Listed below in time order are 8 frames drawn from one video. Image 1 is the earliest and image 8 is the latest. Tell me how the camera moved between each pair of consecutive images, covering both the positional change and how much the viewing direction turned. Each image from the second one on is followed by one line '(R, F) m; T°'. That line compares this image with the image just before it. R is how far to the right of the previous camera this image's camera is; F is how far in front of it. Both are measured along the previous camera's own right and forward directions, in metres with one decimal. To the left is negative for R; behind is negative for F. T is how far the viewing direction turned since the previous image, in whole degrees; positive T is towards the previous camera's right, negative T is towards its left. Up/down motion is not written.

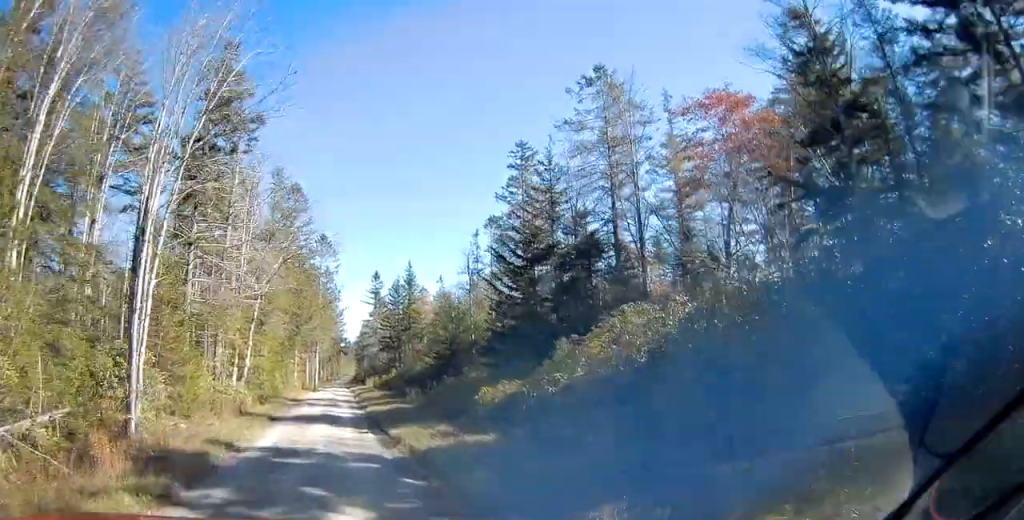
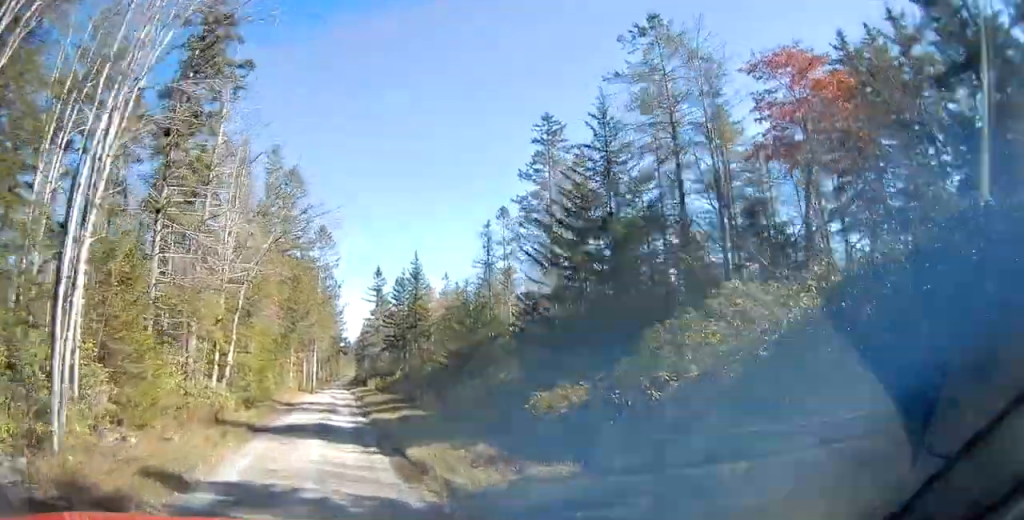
(+0.1, +5.2) m; 0°
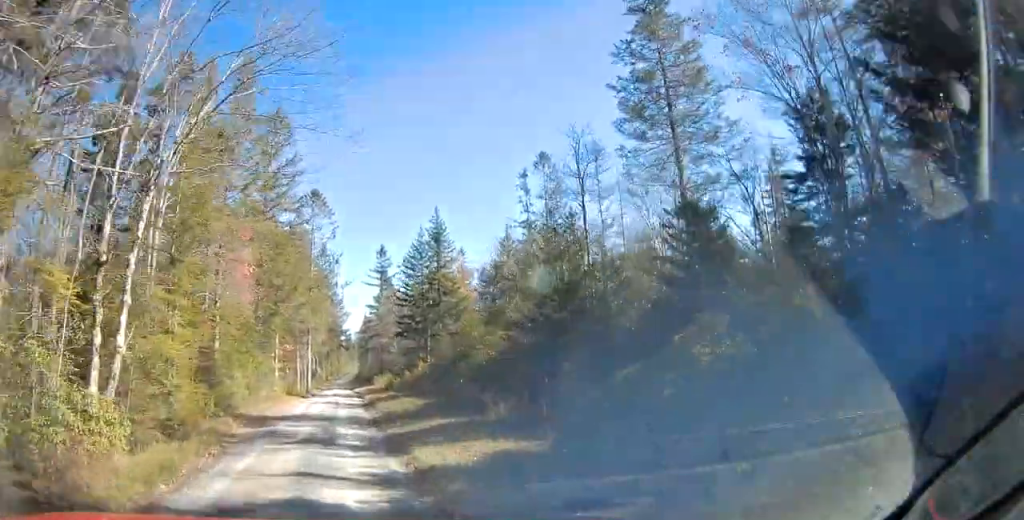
(-0.2, +14.4) m; -1°
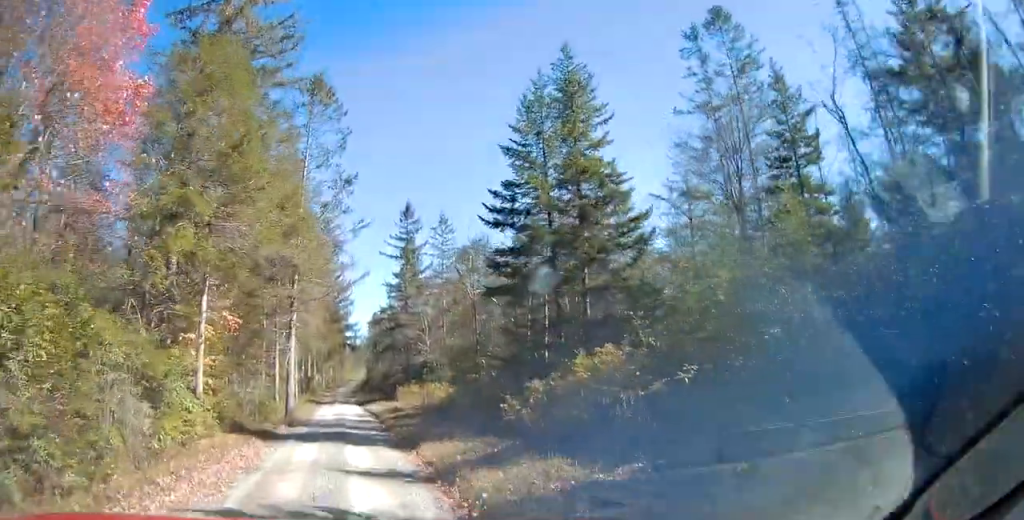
(+0.4, +26.1) m; 0°
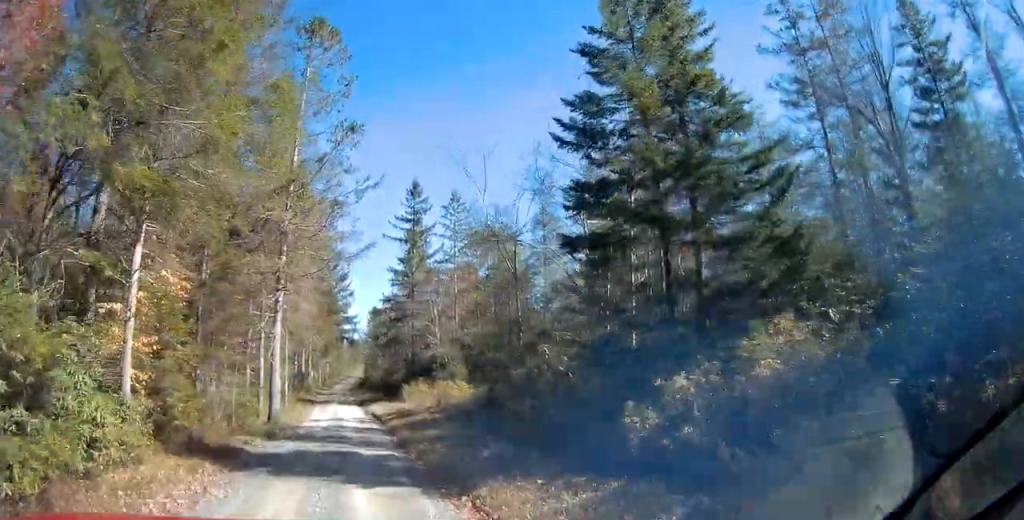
(+0.1, +6.8) m; -2°
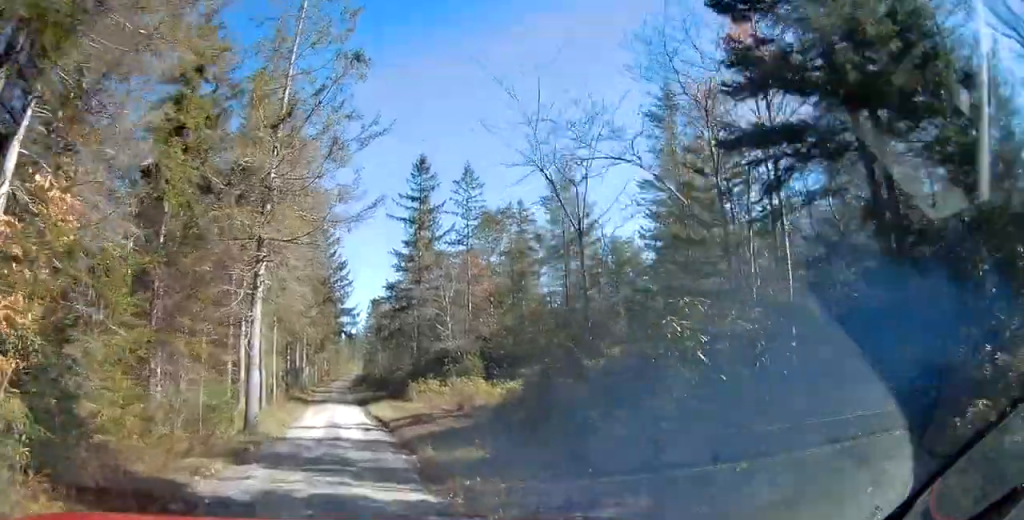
(-0.3, +6.1) m; +1°
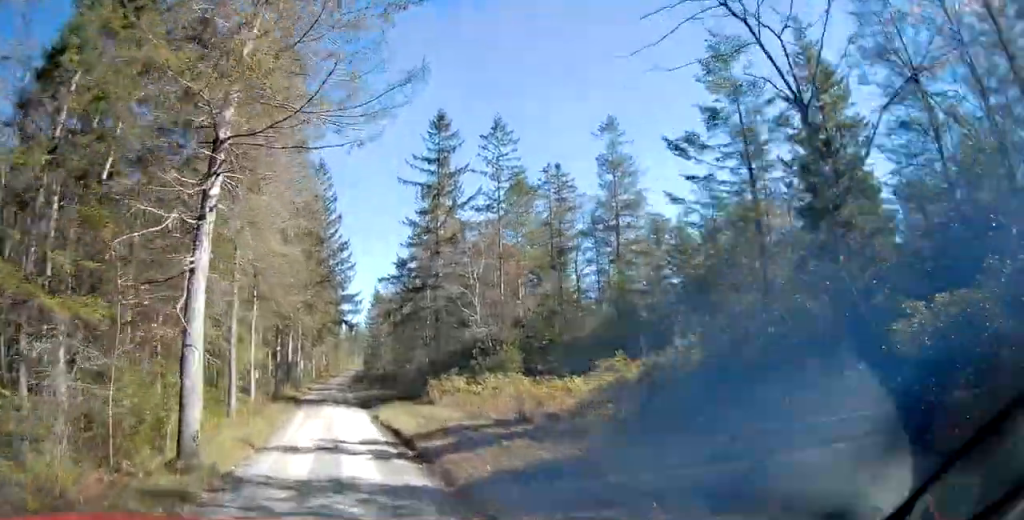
(+0.2, +8.5) m; +1°
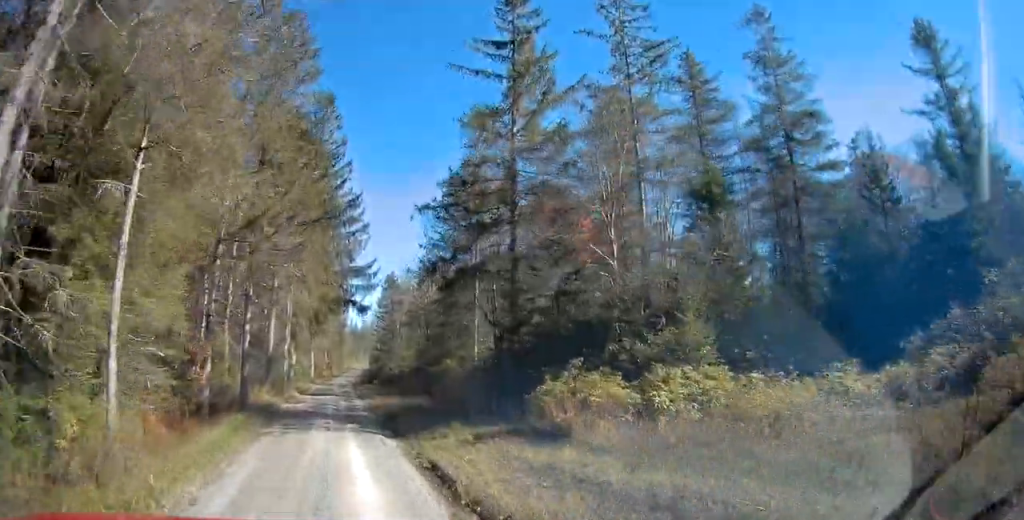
(+0.1, +16.5) m; 0°
